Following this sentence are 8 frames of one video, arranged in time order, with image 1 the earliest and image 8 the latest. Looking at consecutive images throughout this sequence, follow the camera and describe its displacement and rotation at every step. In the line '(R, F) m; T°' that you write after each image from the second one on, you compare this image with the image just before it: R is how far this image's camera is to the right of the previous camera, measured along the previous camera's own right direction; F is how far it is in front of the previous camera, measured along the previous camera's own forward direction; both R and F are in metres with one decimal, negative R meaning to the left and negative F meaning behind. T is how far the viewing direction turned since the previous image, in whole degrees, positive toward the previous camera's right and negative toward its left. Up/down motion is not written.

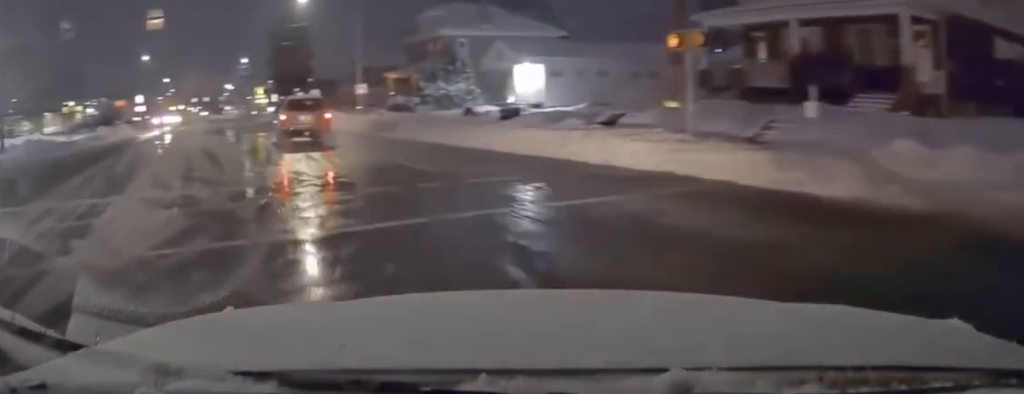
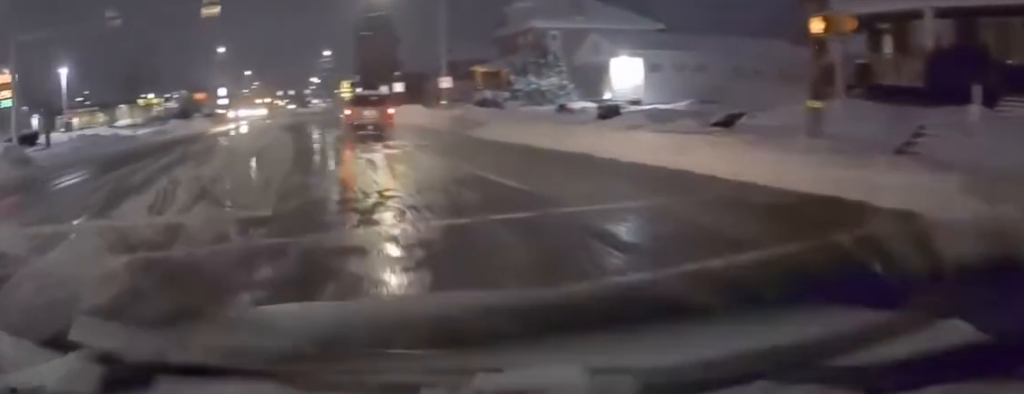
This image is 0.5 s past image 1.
(-0.1, +3.1) m; -6°
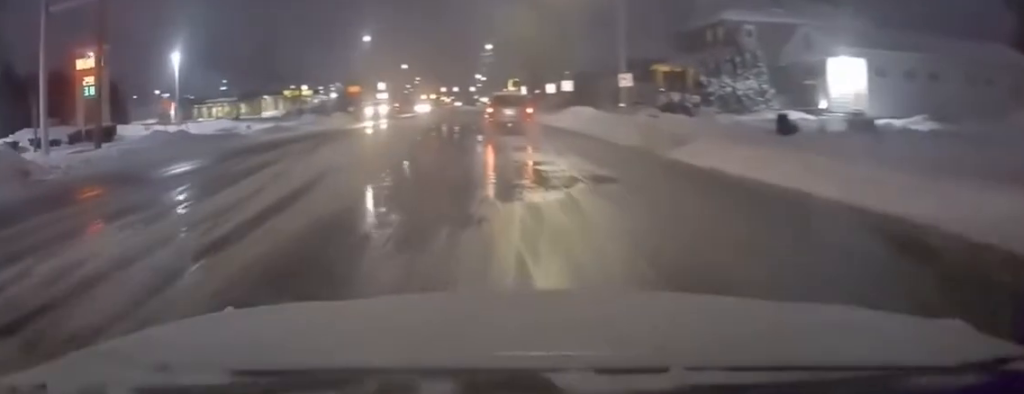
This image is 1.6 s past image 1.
(-1.1, +8.5) m; -13°
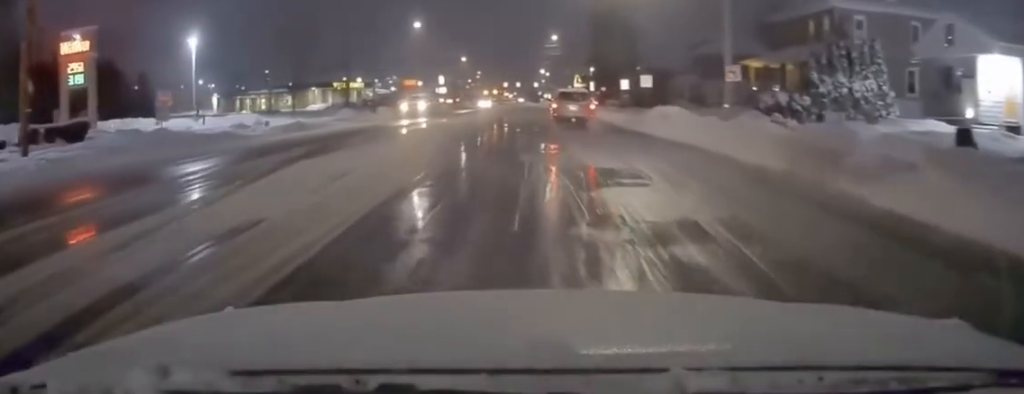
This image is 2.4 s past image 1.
(-0.6, +8.0) m; -5°
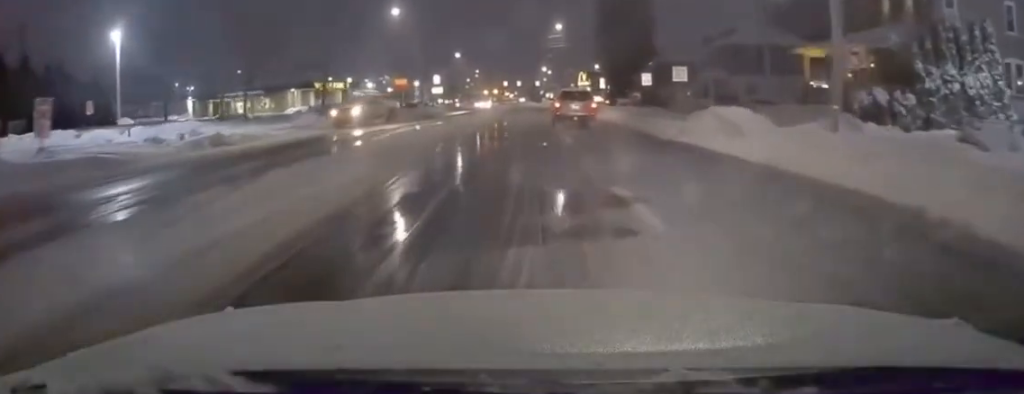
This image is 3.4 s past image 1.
(-0.2, +10.3) m; 0°
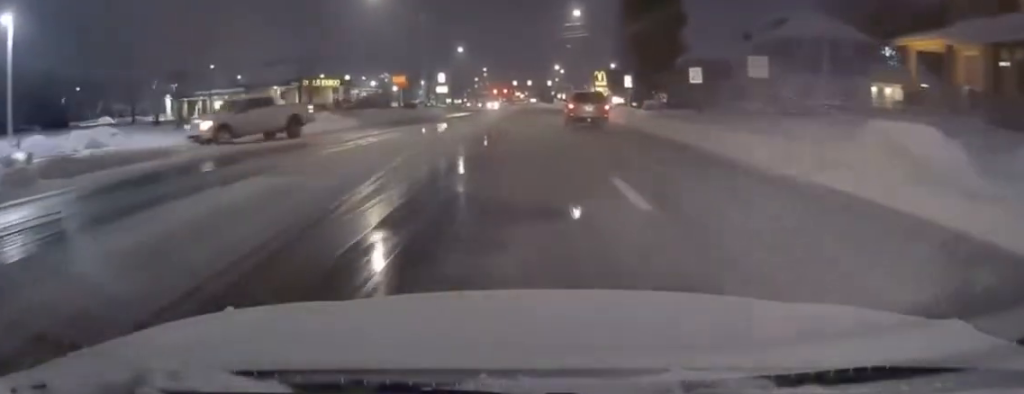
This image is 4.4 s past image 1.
(+0.1, +10.9) m; -1°
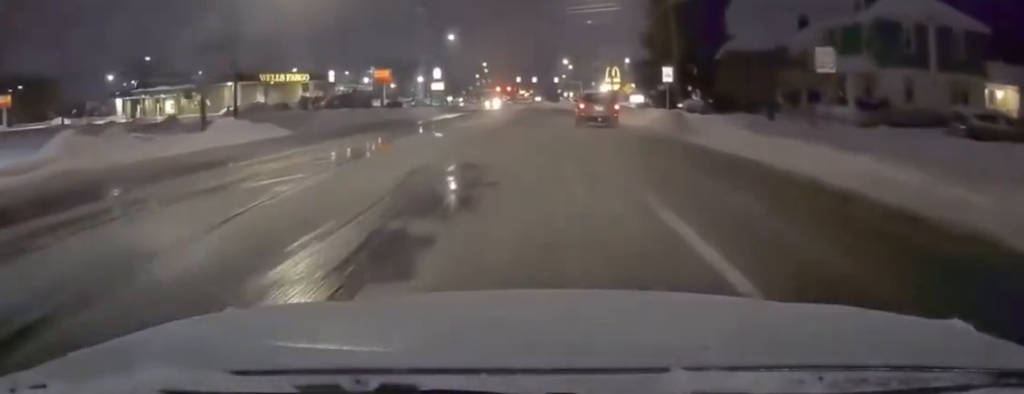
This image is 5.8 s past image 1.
(-0.4, +15.4) m; -1°
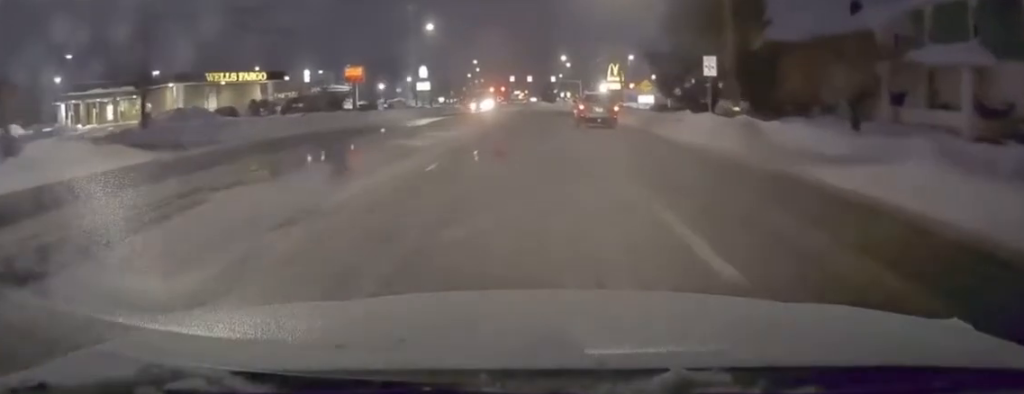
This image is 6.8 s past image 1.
(+0.2, +11.9) m; +2°
